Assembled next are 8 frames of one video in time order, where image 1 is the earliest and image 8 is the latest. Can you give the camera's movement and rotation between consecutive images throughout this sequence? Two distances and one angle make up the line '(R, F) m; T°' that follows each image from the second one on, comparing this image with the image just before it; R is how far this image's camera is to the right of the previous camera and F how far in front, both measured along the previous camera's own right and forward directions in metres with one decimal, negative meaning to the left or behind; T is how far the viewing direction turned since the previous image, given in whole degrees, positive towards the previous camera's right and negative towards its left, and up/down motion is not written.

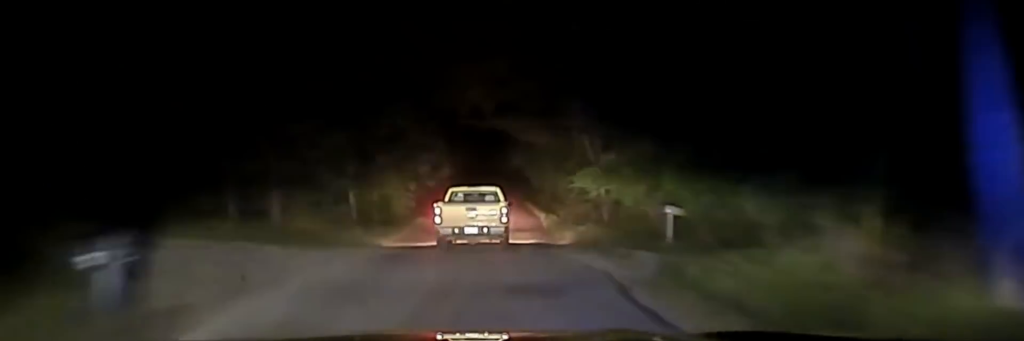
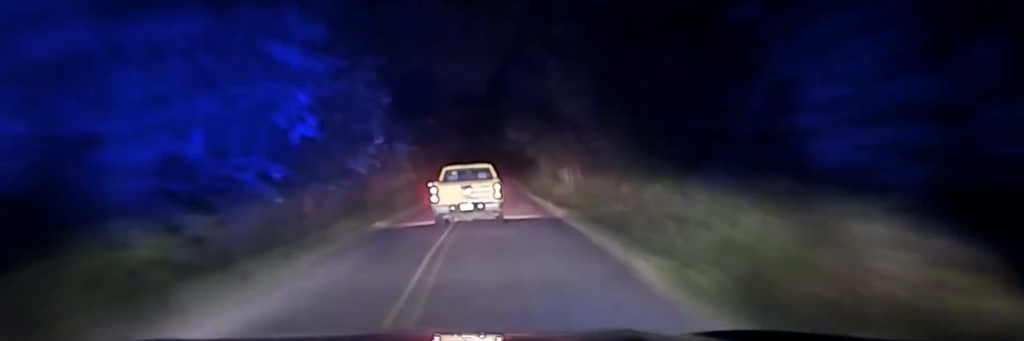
(-0.1, +34.4) m; -1°
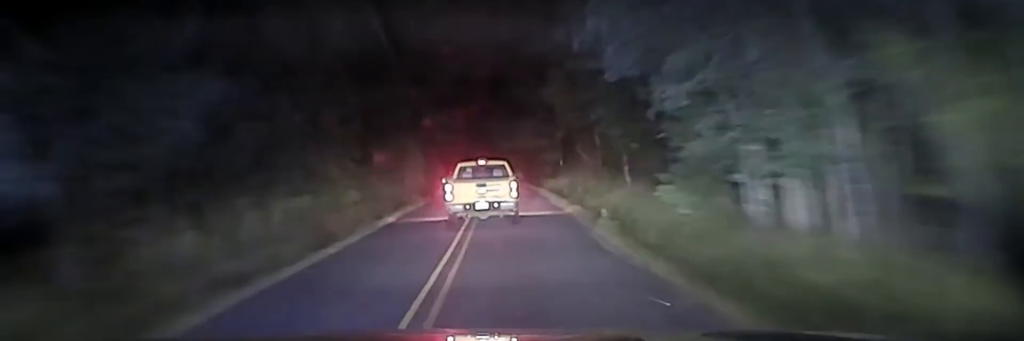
(-0.3, +42.3) m; 0°
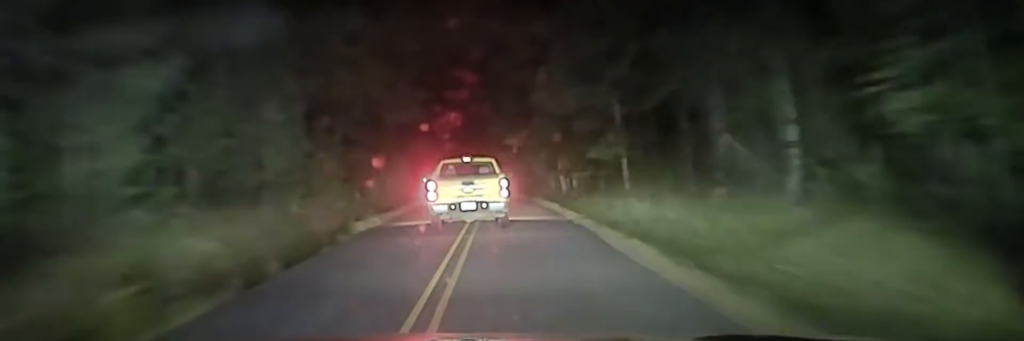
(+0.2, +31.3) m; 0°
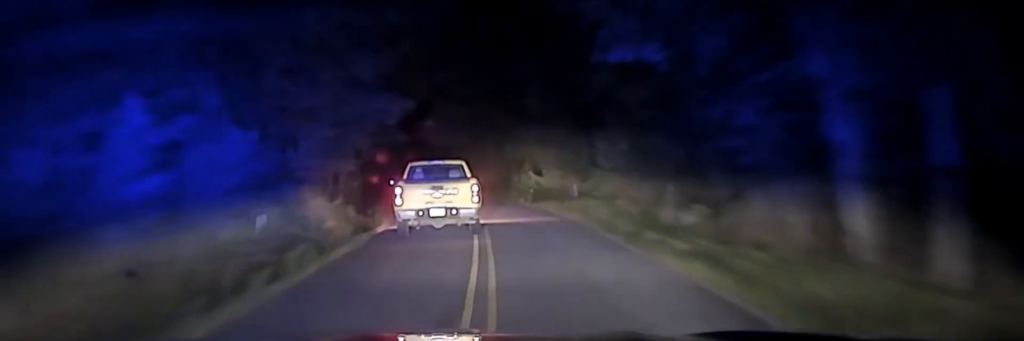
(-0.8, +48.4) m; -3°
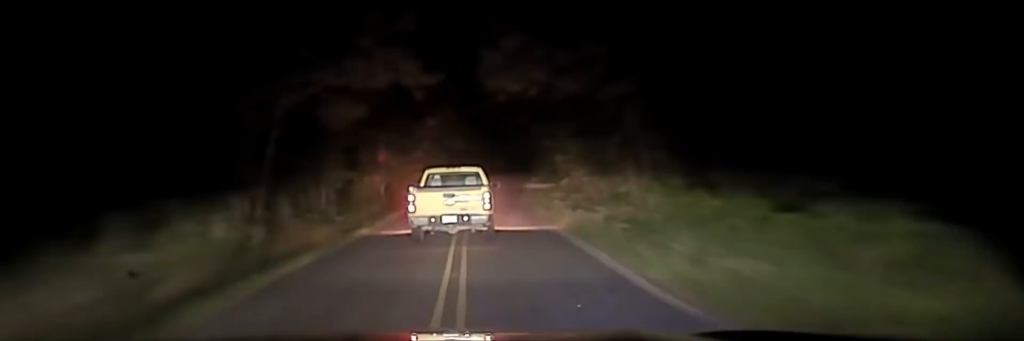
(-1.3, +48.0) m; -3°
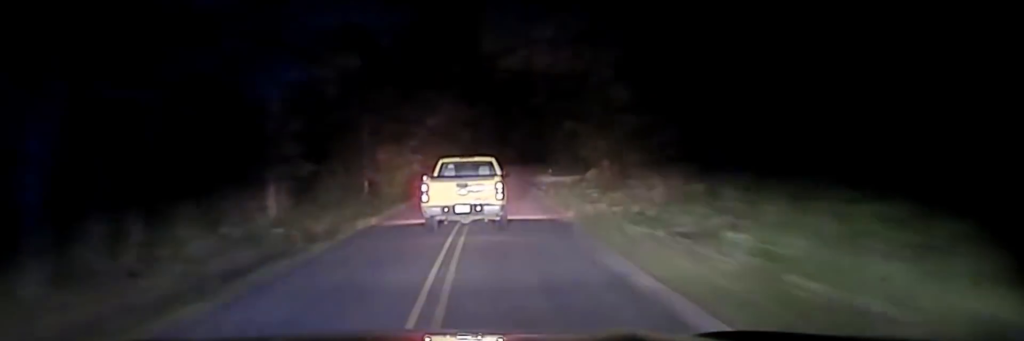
(-0.3, +12.1) m; -1°
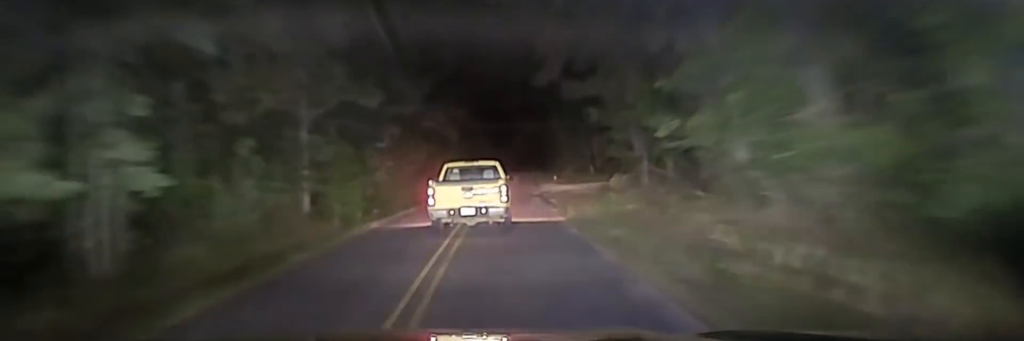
(-0.2, +13.3) m; -1°
